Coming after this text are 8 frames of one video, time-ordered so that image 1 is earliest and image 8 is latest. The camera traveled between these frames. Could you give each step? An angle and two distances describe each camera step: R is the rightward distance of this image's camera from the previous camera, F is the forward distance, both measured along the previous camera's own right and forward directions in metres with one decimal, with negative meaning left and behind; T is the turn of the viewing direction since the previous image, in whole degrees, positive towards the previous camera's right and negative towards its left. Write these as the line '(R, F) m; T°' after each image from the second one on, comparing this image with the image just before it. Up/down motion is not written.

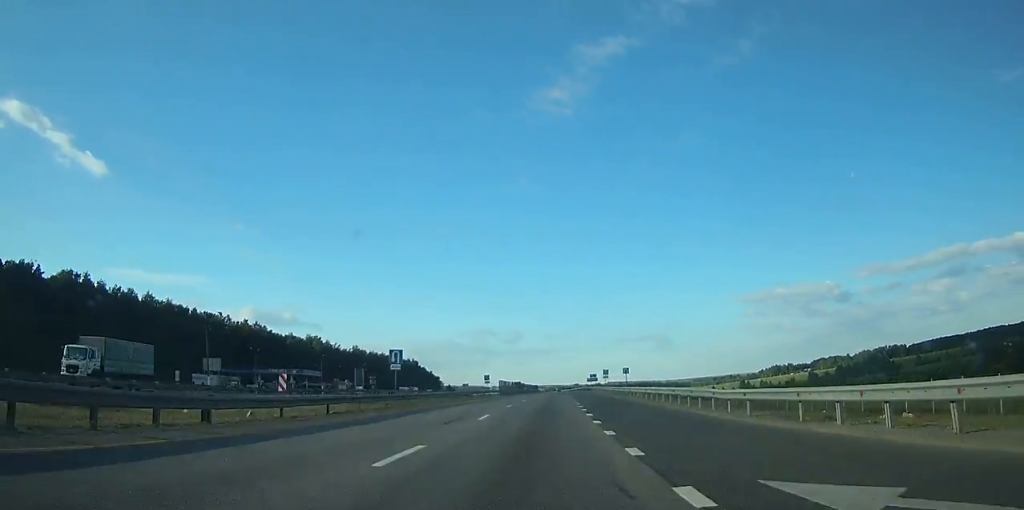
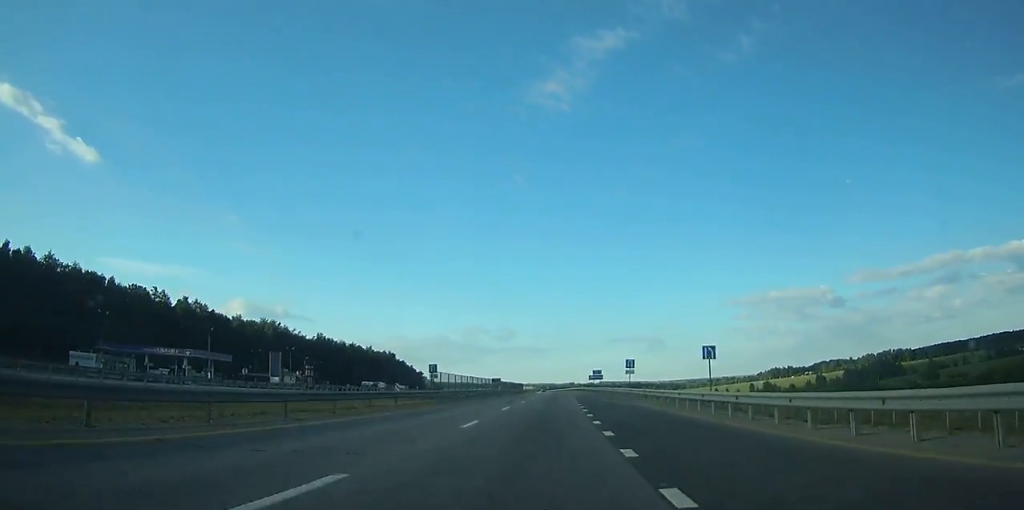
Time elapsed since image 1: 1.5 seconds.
(+0.2, +40.3) m; +1°
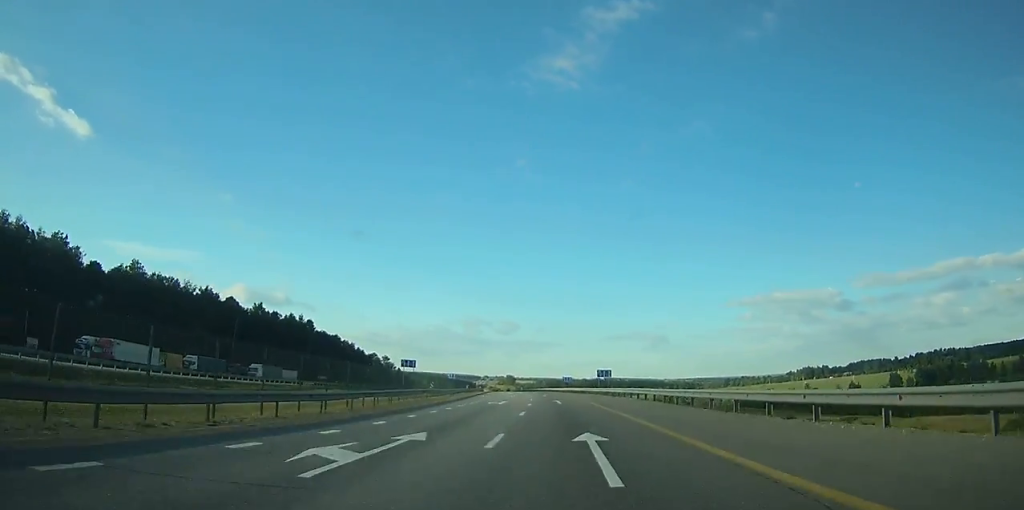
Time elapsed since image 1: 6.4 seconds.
(-0.3, +137.2) m; -2°
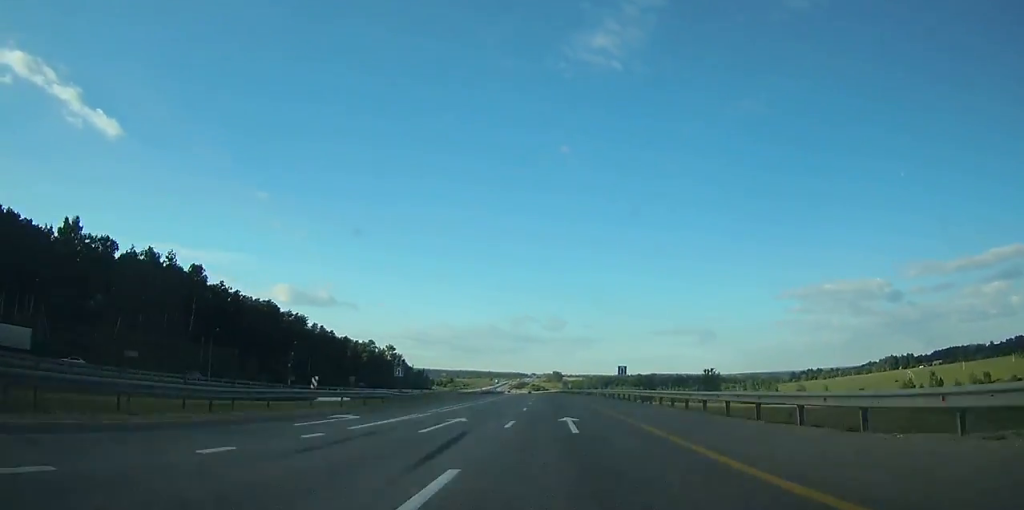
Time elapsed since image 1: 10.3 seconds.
(-3.1, +108.5) m; -3°
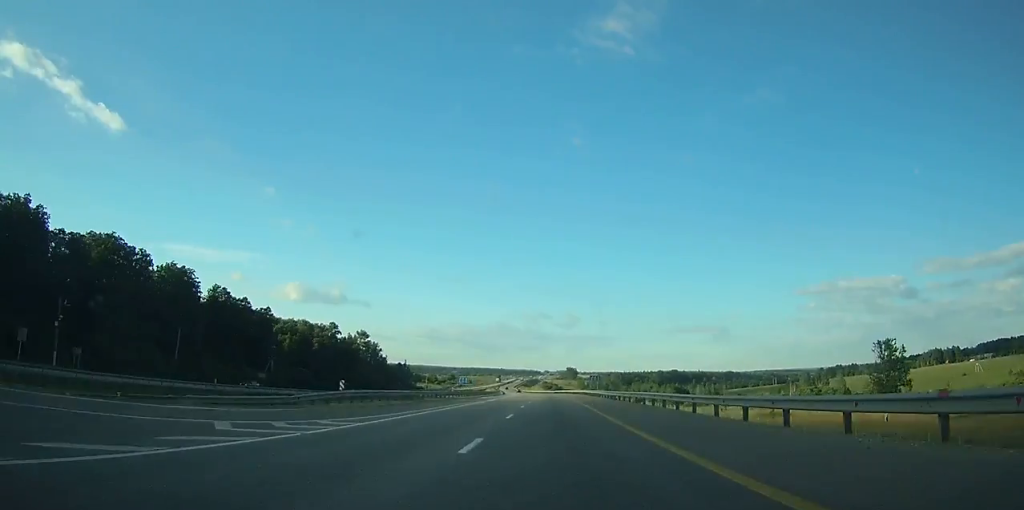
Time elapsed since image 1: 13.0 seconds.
(-1.1, +75.7) m; -1°
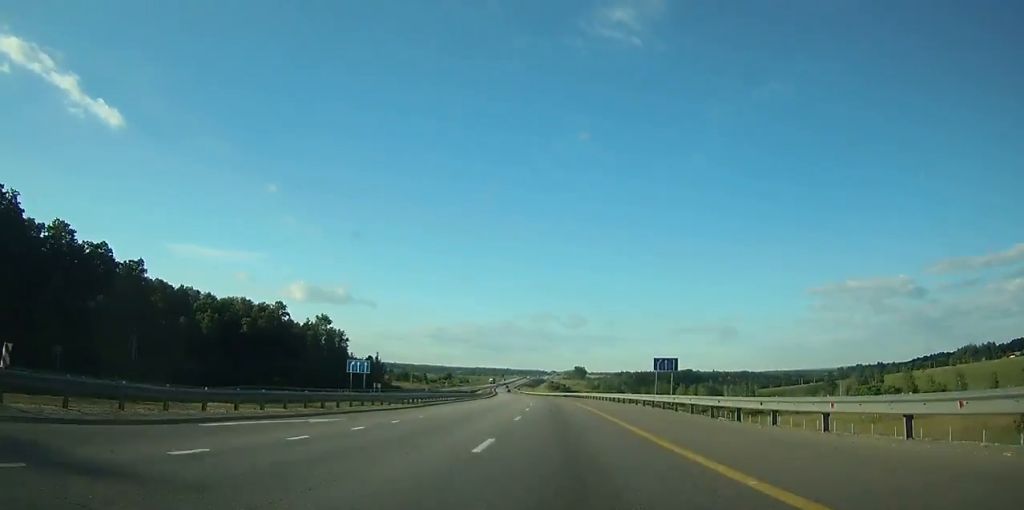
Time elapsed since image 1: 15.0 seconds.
(-0.5, +54.8) m; -1°
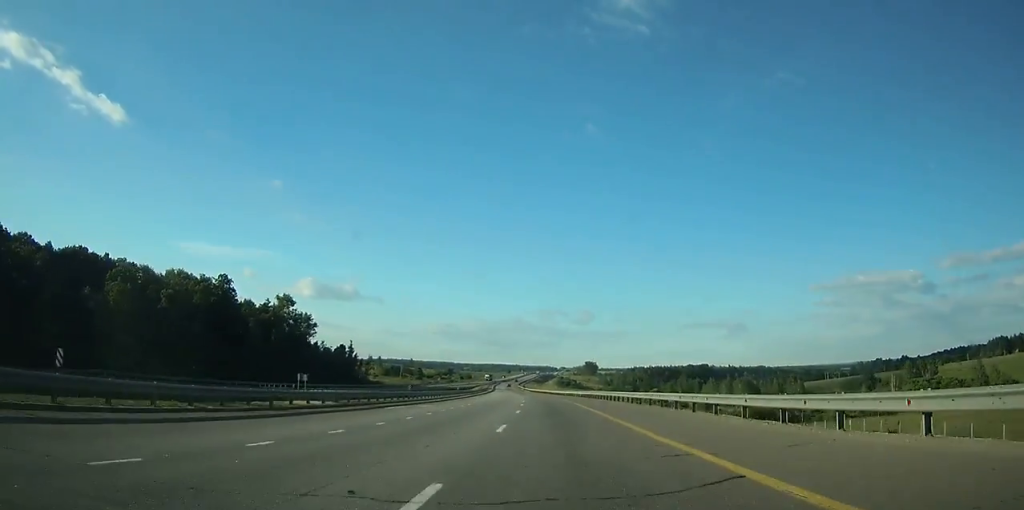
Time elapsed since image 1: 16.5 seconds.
(0.0, +39.6) m; -1°
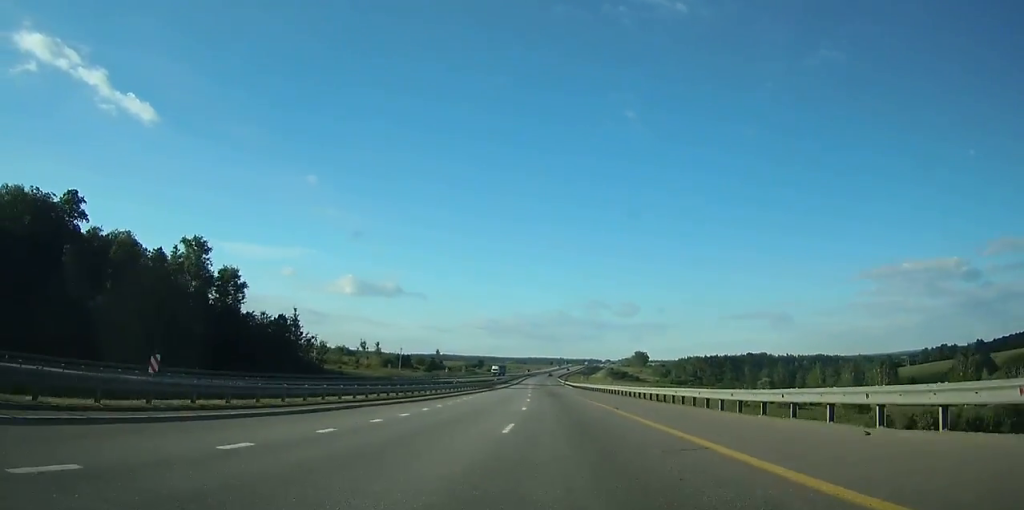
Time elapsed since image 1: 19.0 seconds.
(-1.5, +65.6) m; -2°
